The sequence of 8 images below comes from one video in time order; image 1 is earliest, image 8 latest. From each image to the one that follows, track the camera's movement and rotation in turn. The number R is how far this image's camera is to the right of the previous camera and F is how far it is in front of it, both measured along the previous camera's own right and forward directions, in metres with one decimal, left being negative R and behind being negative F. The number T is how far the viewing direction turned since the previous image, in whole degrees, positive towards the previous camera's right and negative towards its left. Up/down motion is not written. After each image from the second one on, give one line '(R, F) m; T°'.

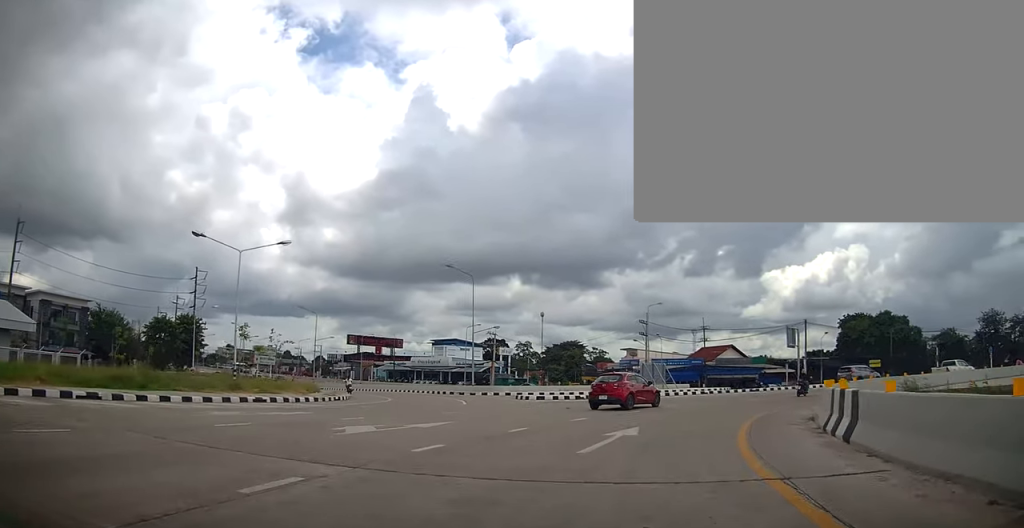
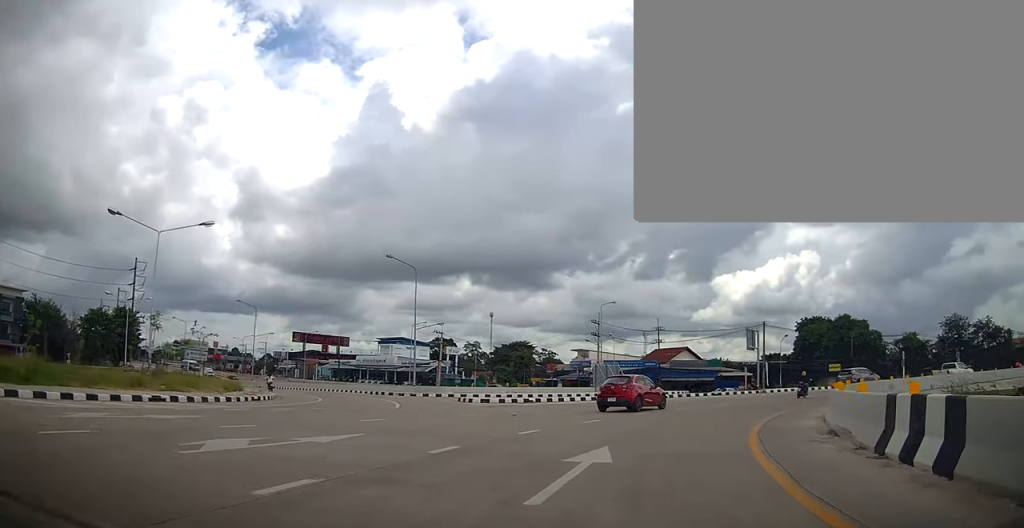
(+0.5, +3.5) m; +8°
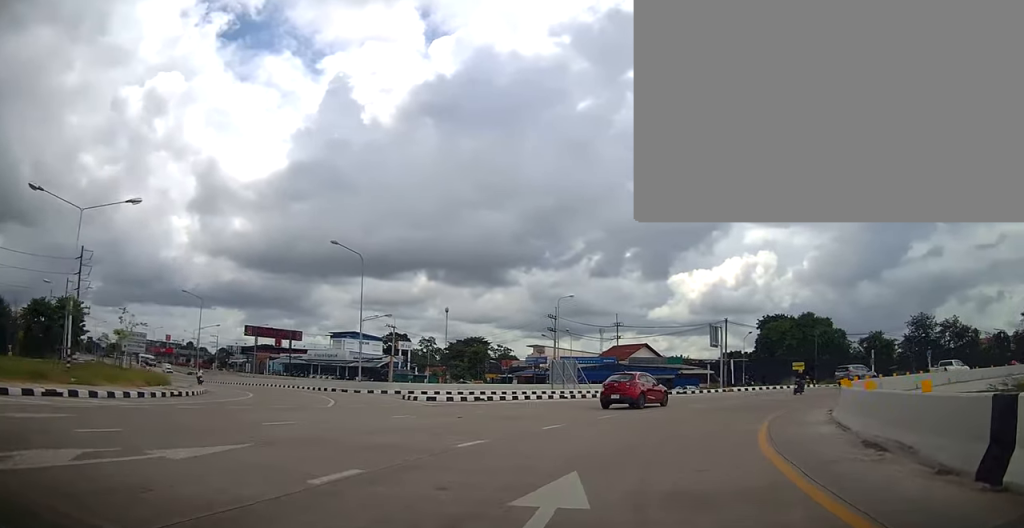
(+0.1, +2.9) m; +6°
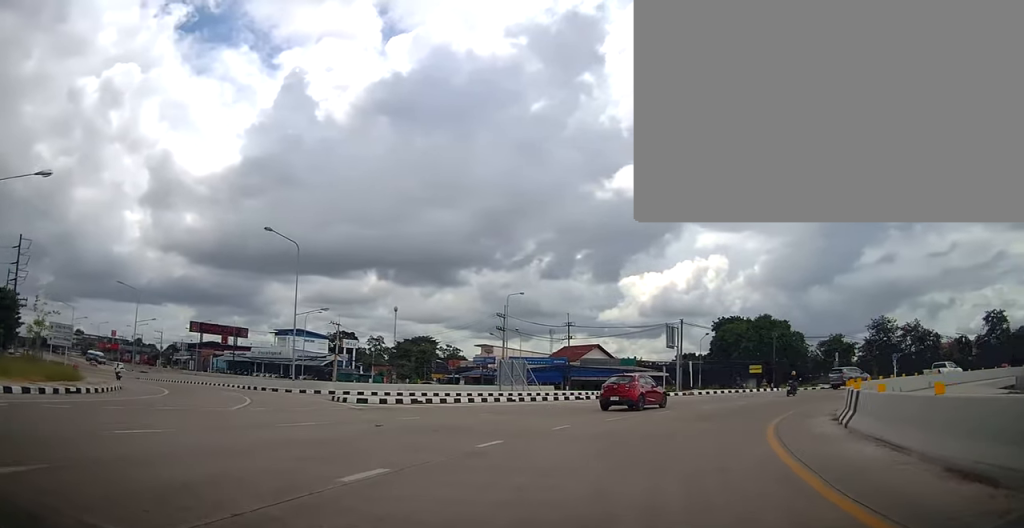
(+0.2, +3.2) m; +3°
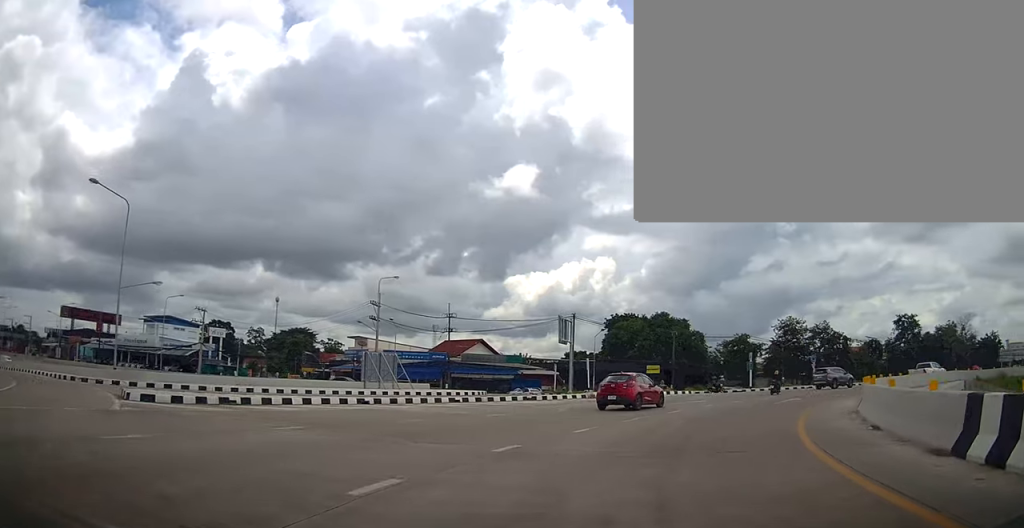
(+0.5, +7.5) m; +8°
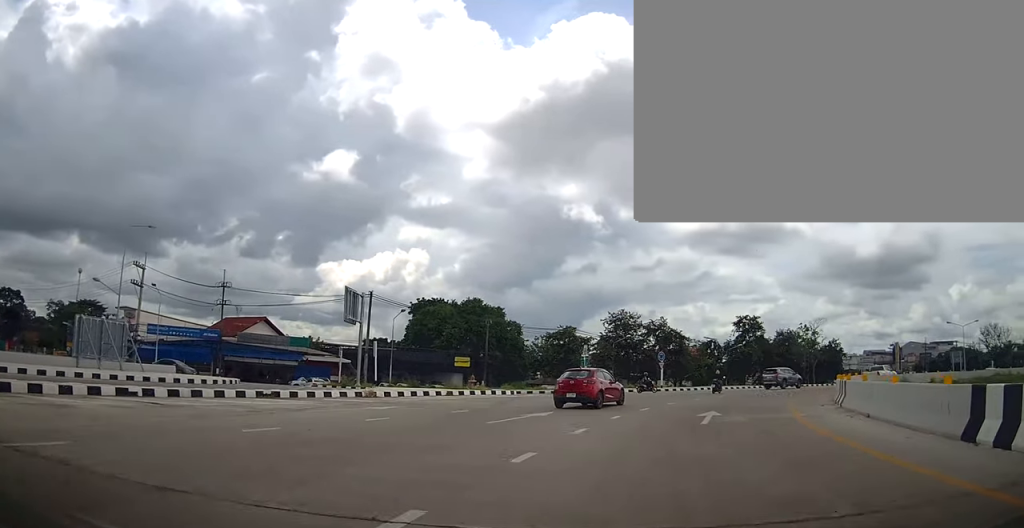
(+1.3, +12.0) m; +14°
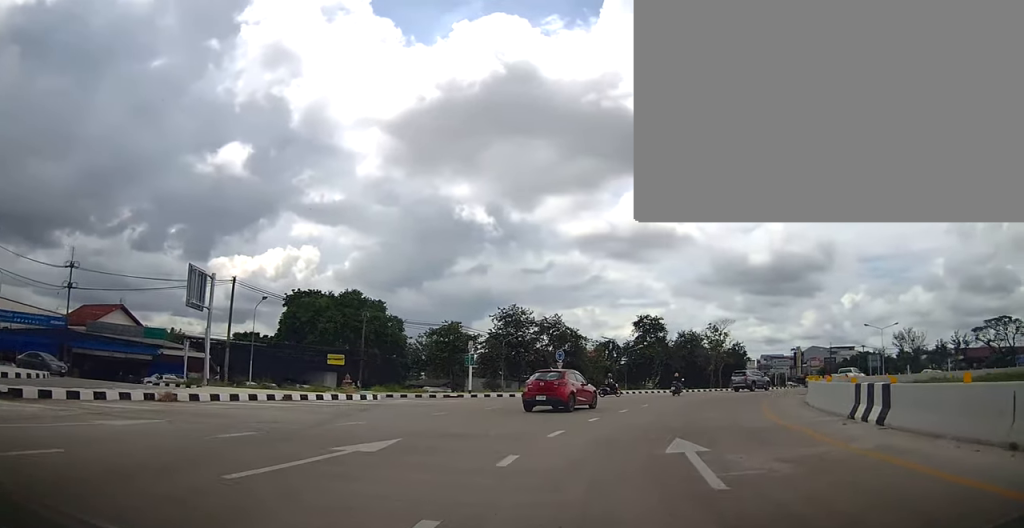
(+0.6, +7.3) m; +10°
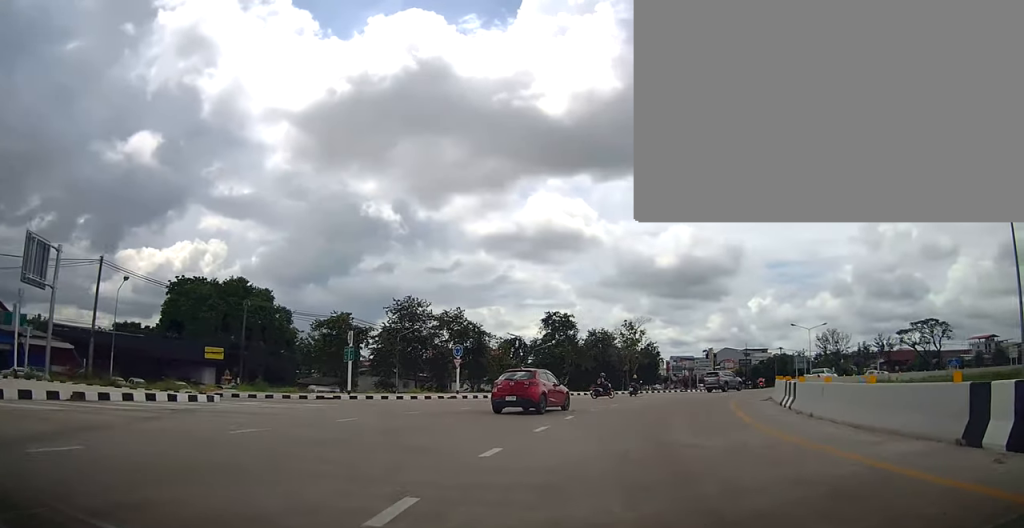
(+0.6, +6.6) m; +9°
